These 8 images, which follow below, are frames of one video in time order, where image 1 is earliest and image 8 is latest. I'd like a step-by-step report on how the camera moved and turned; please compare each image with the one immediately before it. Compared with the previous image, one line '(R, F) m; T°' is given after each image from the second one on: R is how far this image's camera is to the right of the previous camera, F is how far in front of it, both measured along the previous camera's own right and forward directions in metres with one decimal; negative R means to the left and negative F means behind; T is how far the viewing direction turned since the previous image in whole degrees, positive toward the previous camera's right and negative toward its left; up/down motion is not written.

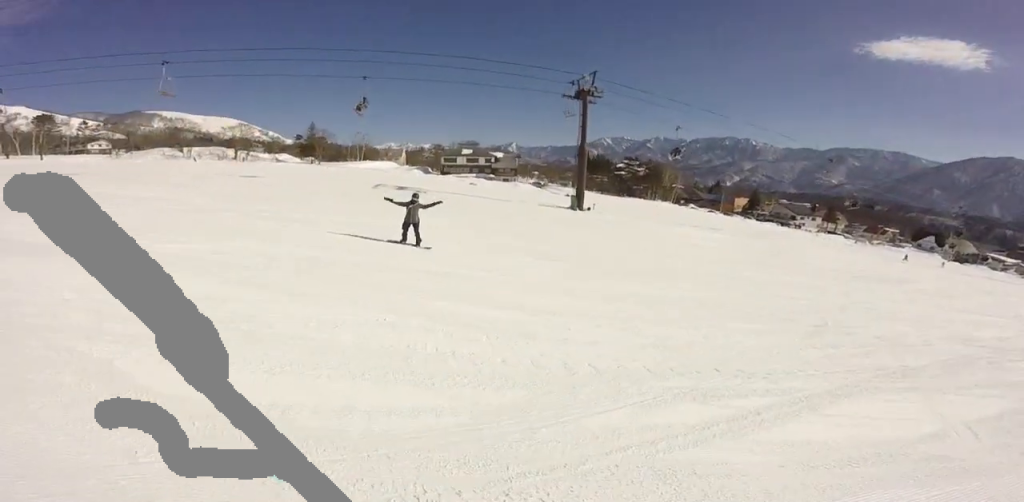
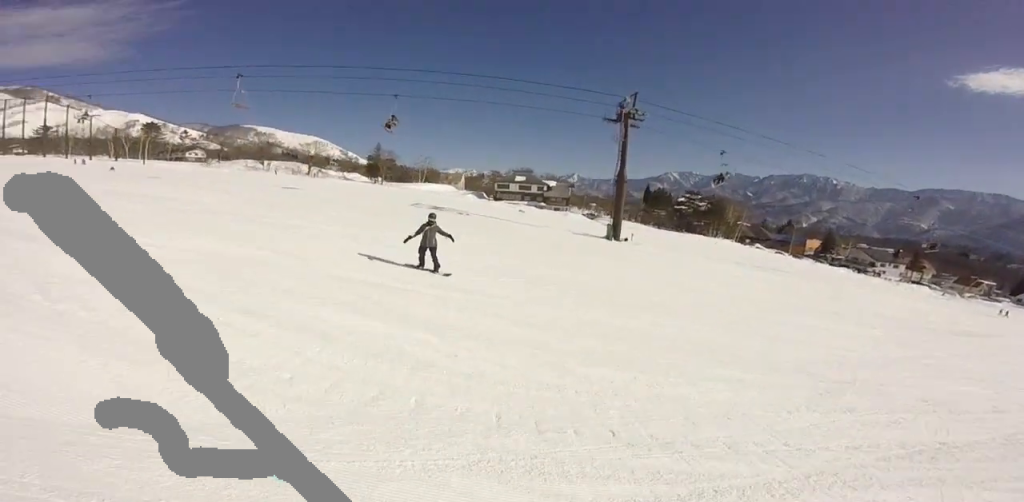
(-0.6, +2.7) m; -1°
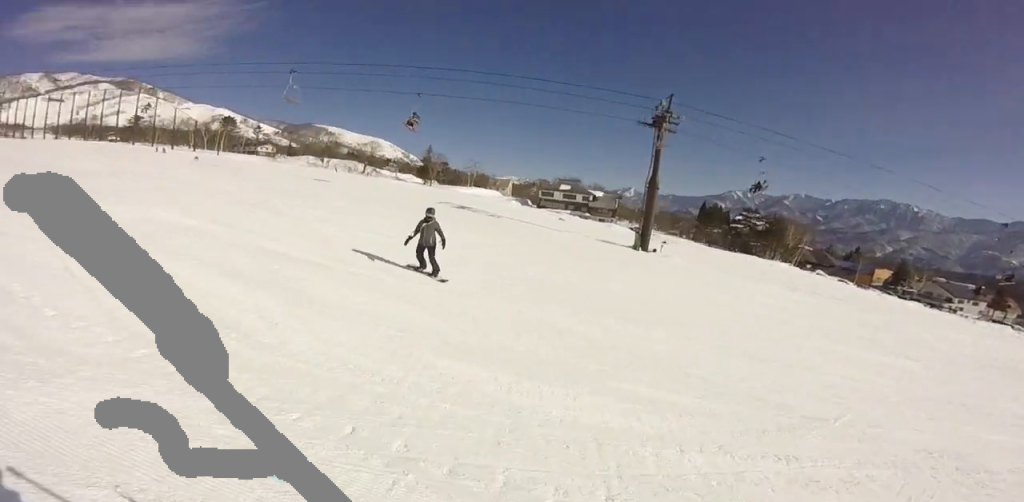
(+0.6, +2.6) m; +6°
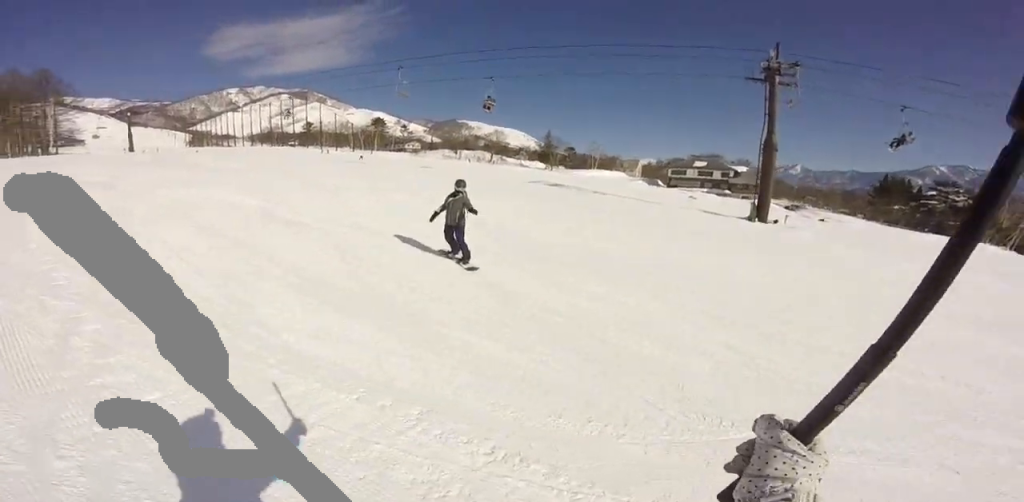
(+0.5, +3.7) m; +6°
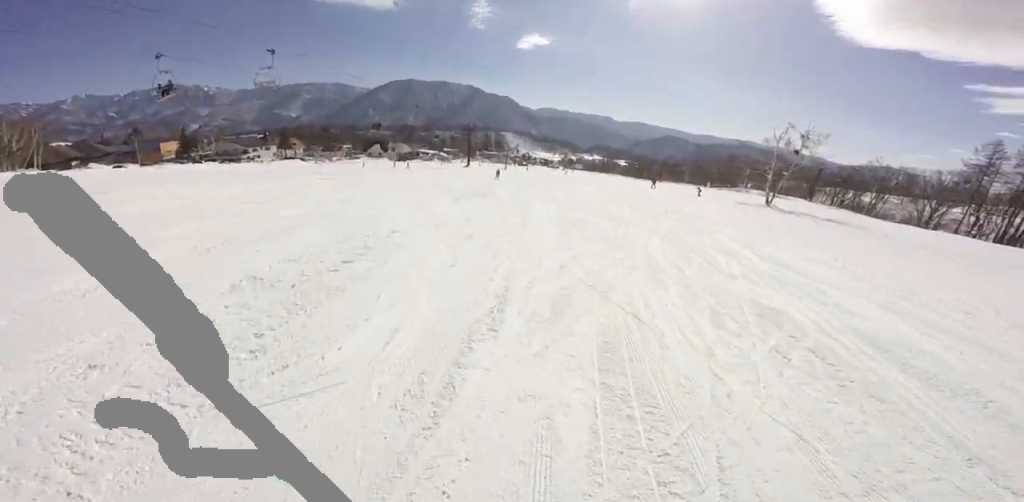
(-1.4, +15.9) m; +8°
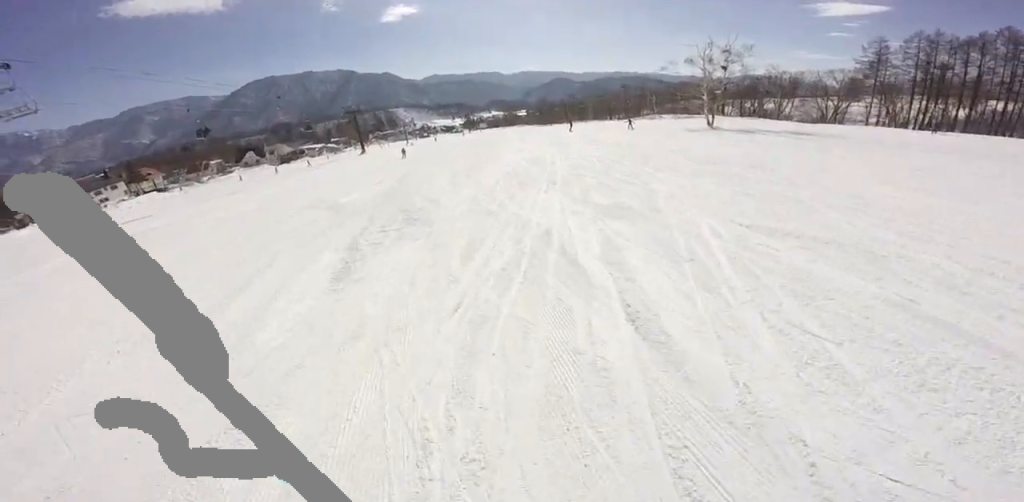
(+0.5, +9.7) m; +7°
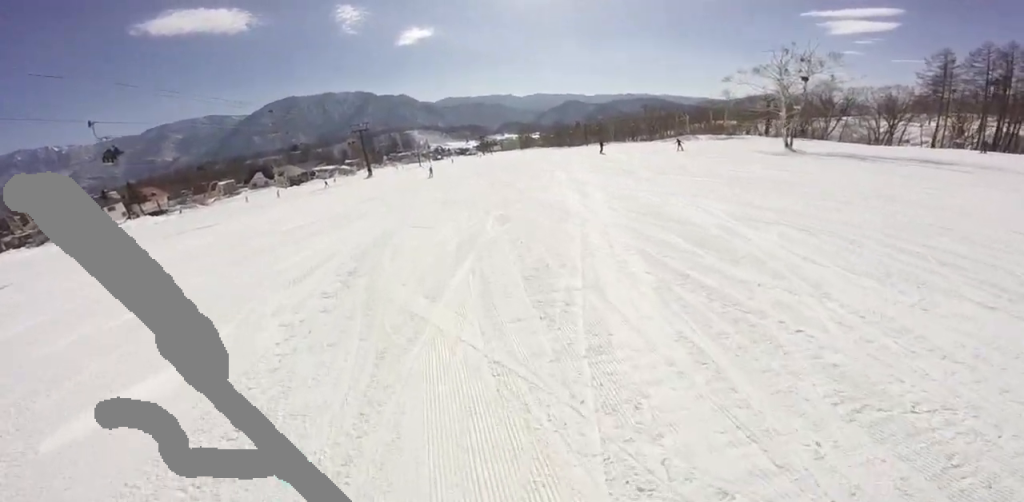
(+0.4, +10.3) m; 0°
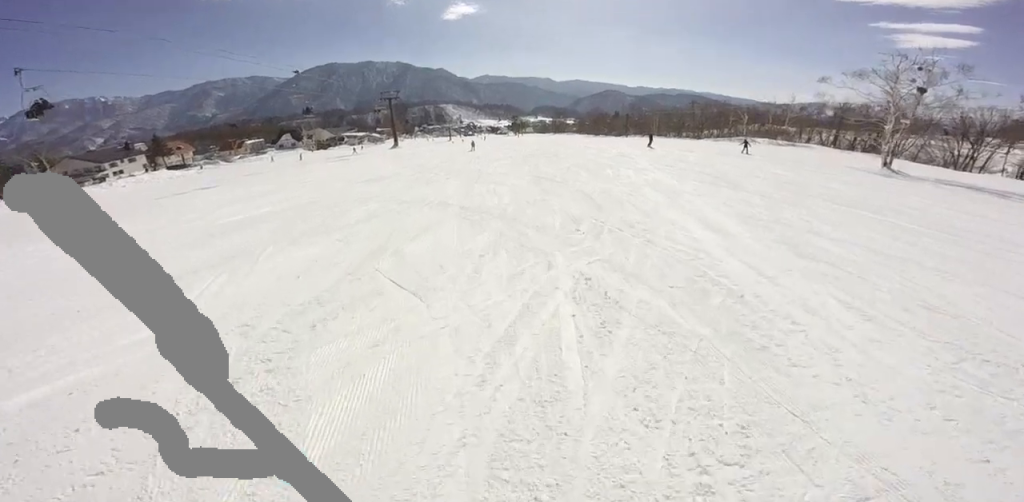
(-0.2, +5.7) m; +3°
